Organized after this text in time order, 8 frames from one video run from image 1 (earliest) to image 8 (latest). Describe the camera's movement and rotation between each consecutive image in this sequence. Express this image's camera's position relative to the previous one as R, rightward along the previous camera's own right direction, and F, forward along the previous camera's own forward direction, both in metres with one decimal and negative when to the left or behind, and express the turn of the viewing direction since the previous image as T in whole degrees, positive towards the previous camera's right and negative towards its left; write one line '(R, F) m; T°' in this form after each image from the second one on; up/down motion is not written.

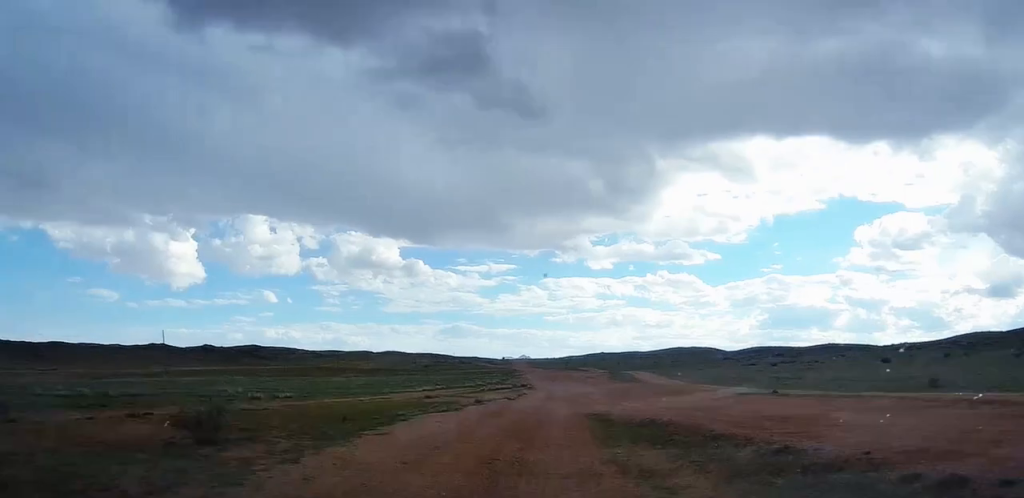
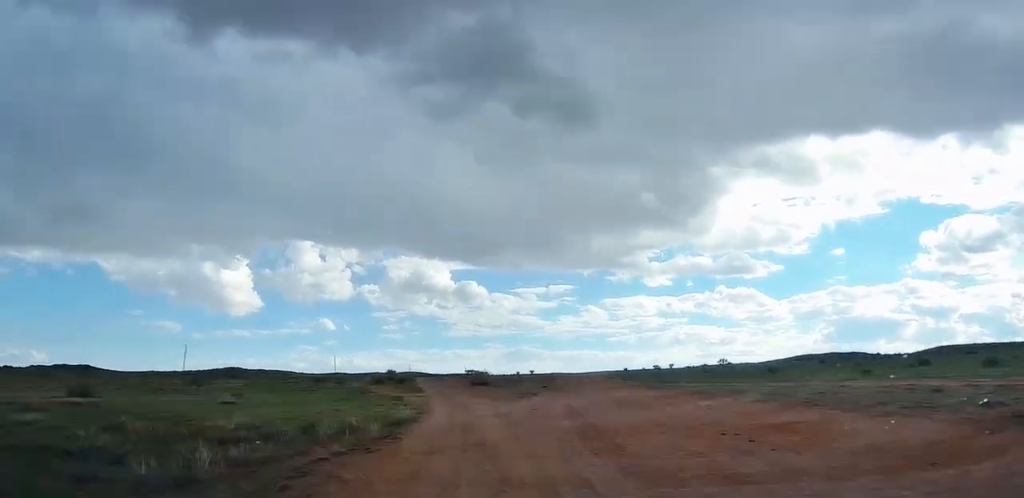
(-27.7, +239.1) m; -13°
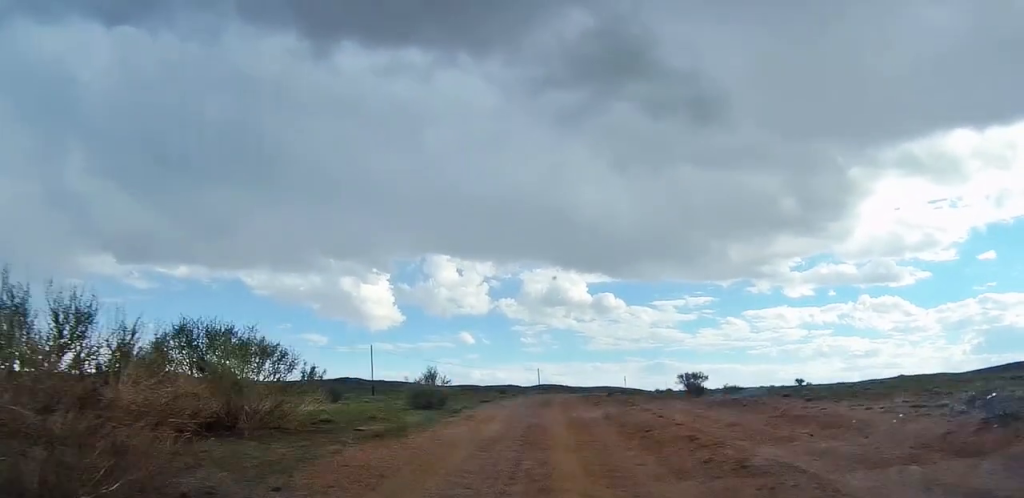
(-4.4, +94.4) m; 0°
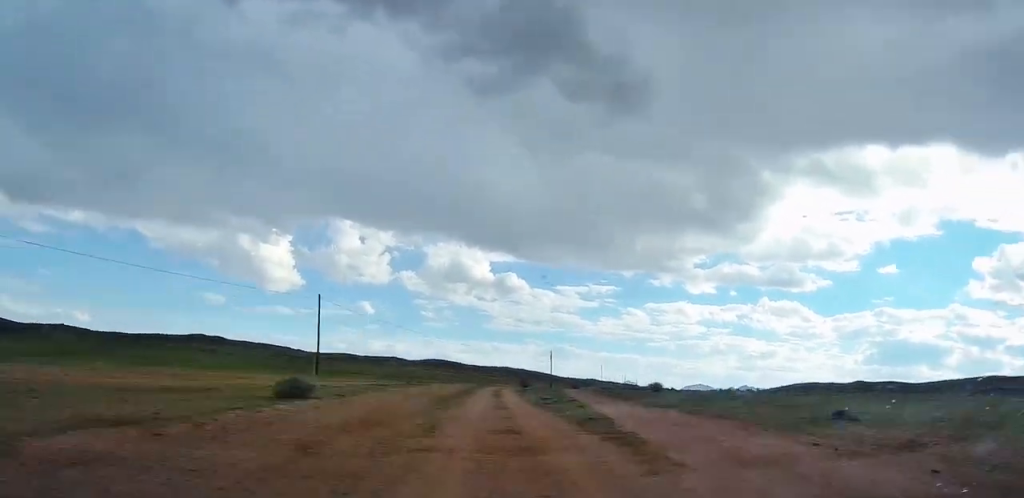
(0.0, +81.5) m; +5°
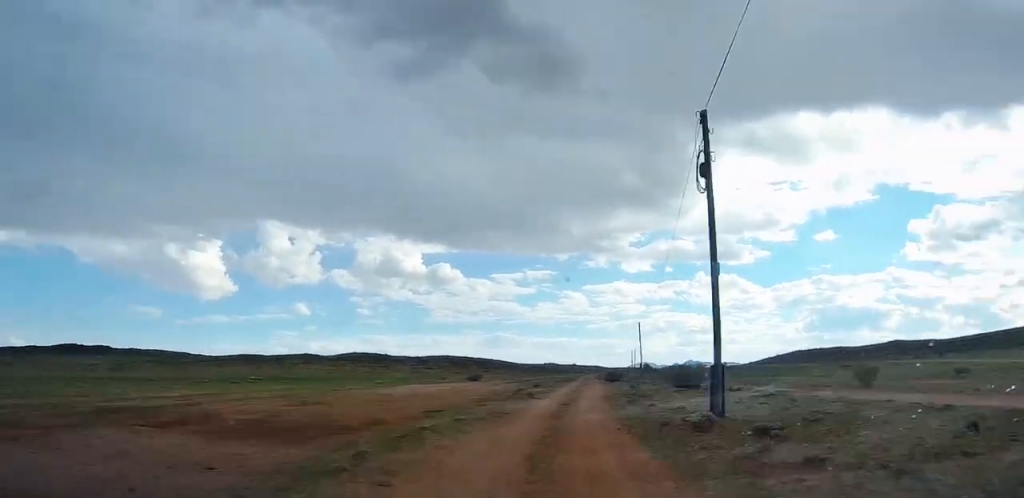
(+6.5, +76.2) m; +6°
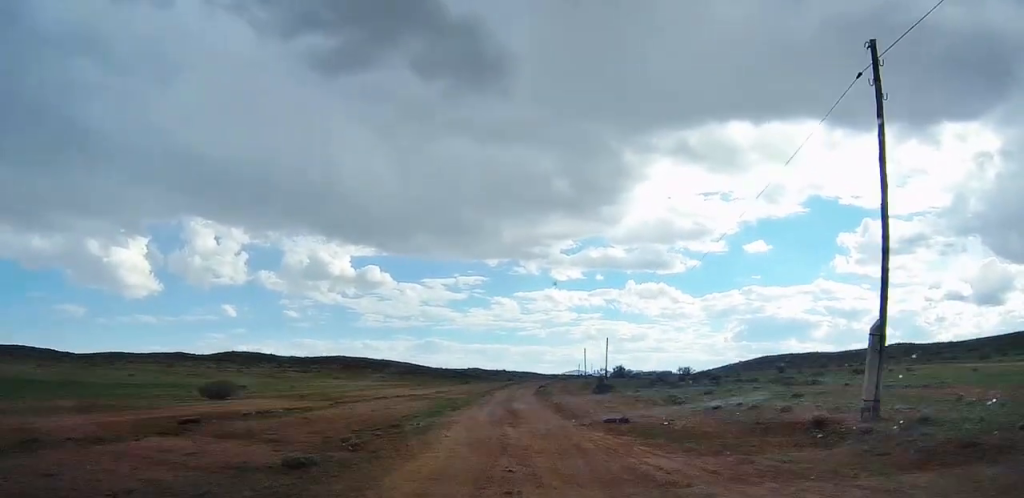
(+6.5, +100.4) m; +8°
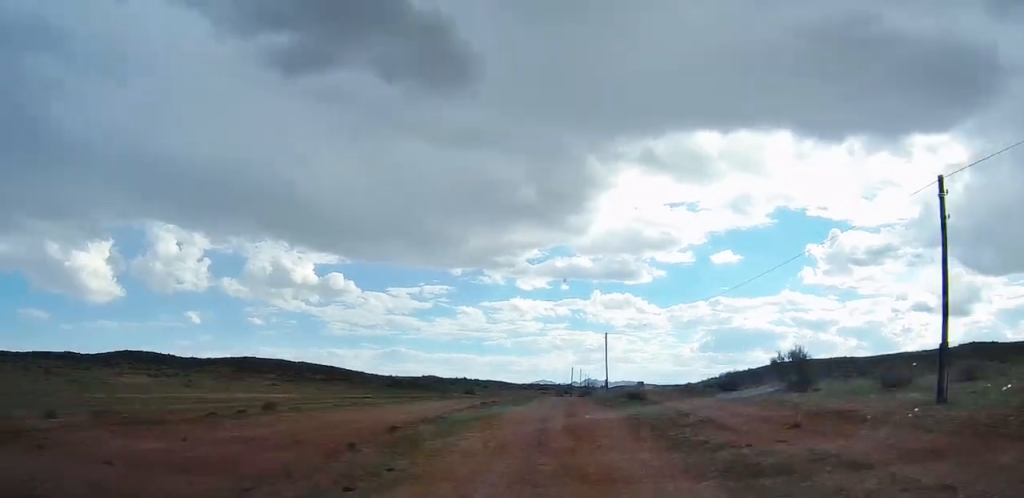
(+3.4, +71.5) m; +4°
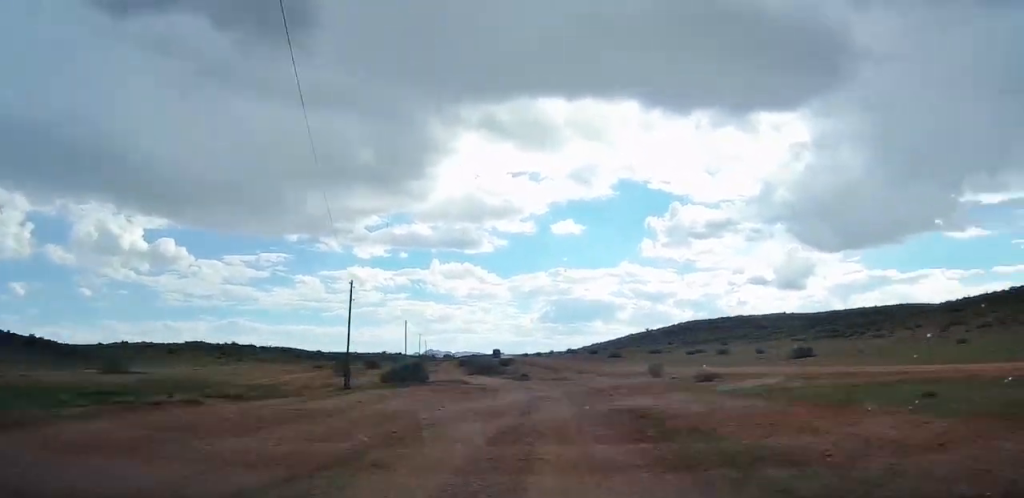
(+5.7, +89.8) m; +2°
